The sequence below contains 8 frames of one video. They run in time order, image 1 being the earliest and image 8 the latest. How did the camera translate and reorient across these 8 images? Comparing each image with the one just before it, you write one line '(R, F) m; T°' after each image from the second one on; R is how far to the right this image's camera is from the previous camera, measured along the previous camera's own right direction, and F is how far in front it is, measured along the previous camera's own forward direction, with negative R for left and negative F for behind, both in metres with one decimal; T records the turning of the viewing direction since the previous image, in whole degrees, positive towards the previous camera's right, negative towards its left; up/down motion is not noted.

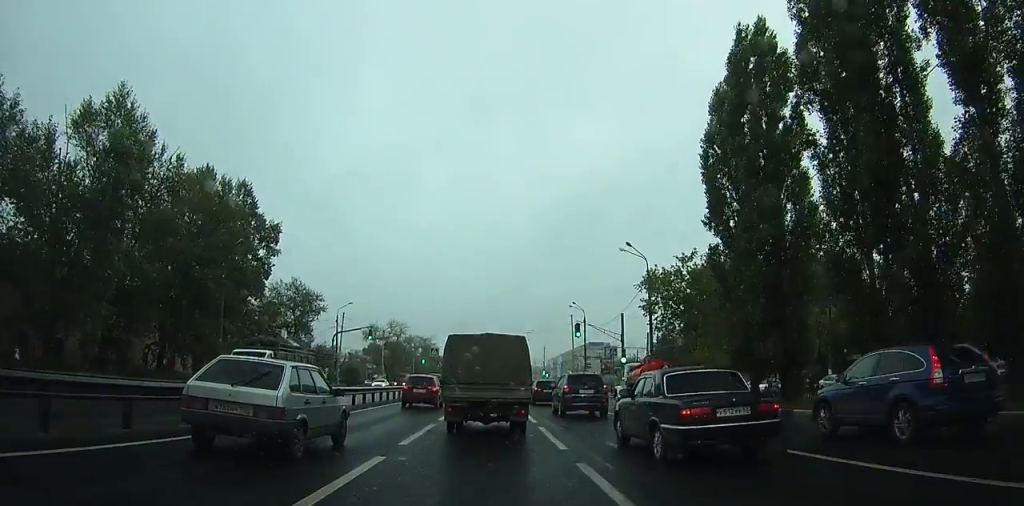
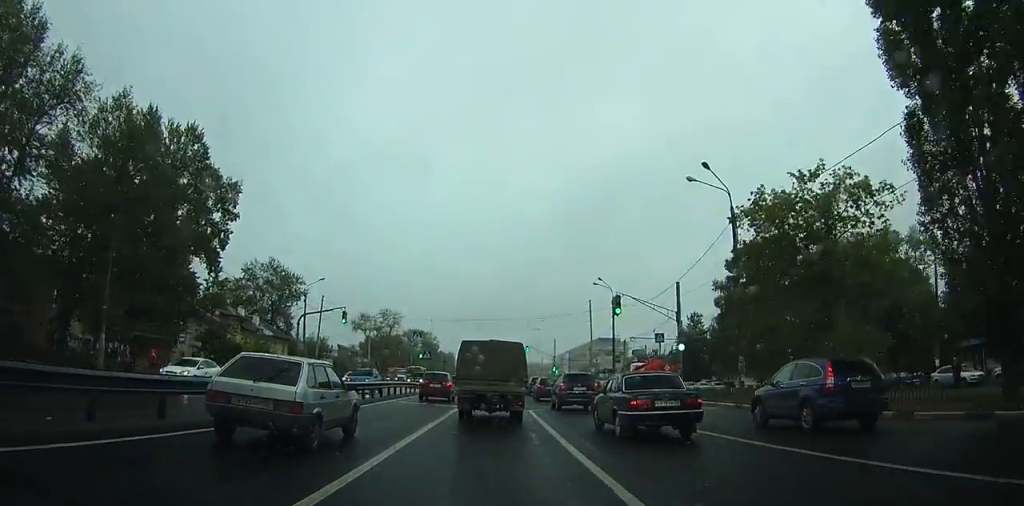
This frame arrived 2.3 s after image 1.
(-0.2, +11.6) m; -1°
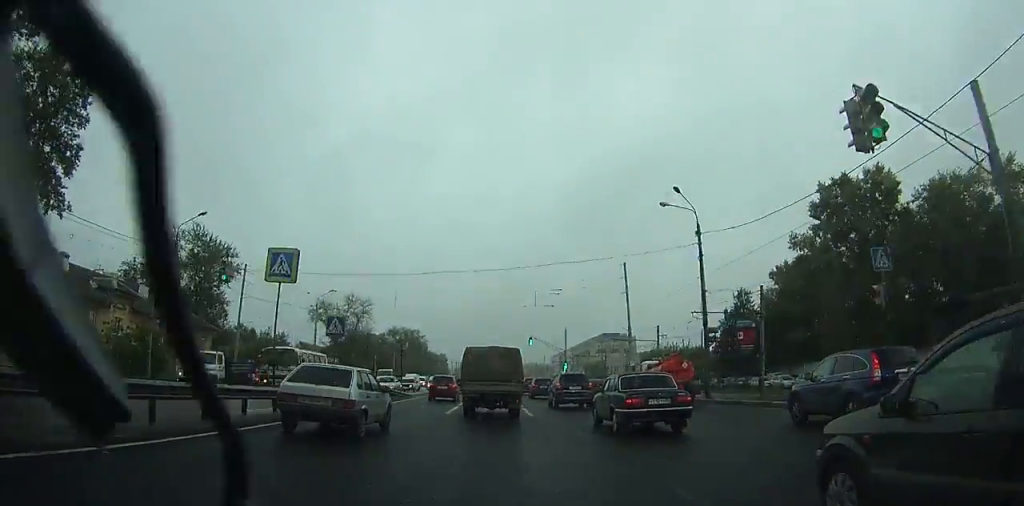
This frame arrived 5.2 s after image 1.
(+0.2, +24.1) m; 0°
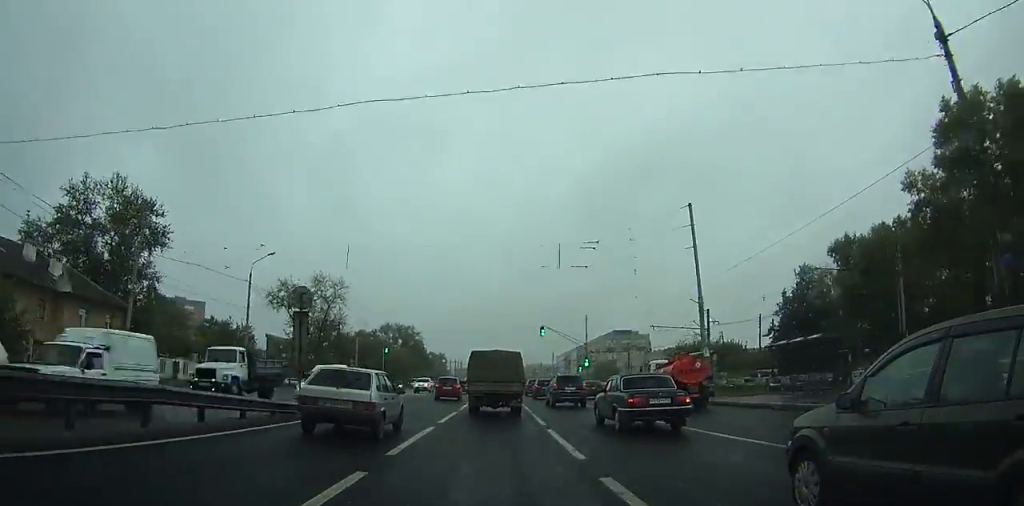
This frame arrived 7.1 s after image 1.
(0.0, +20.9) m; -1°
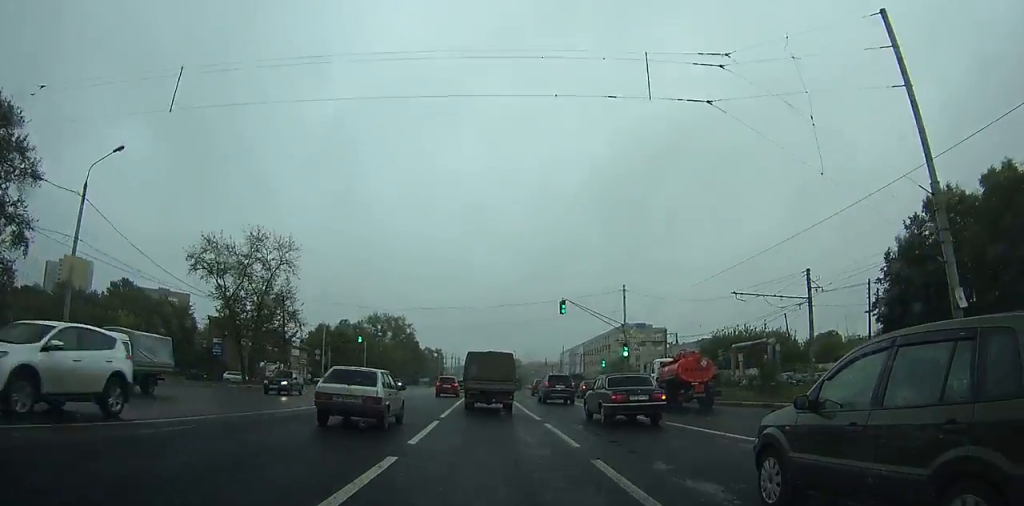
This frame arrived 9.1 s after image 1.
(-0.2, +23.7) m; -1°
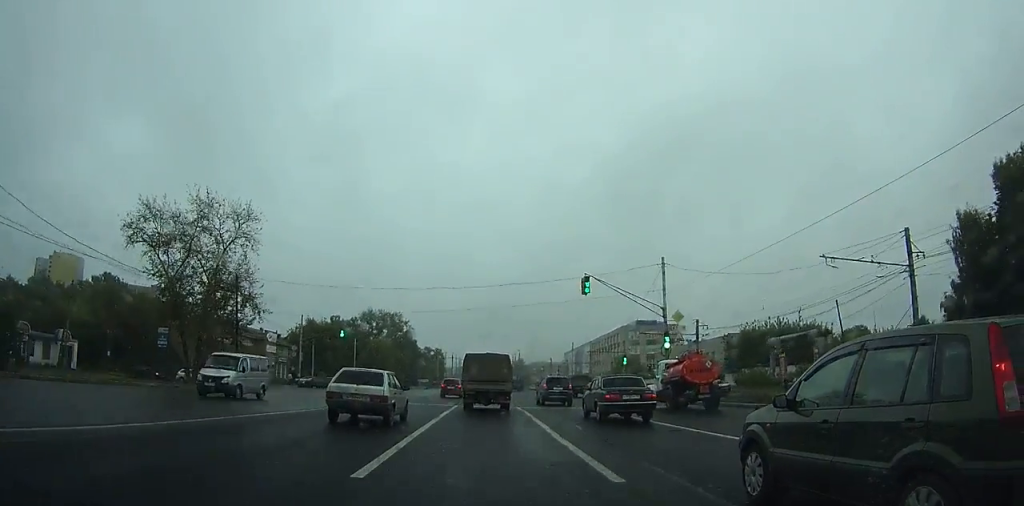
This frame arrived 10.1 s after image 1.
(-0.1, +12.4) m; 0°
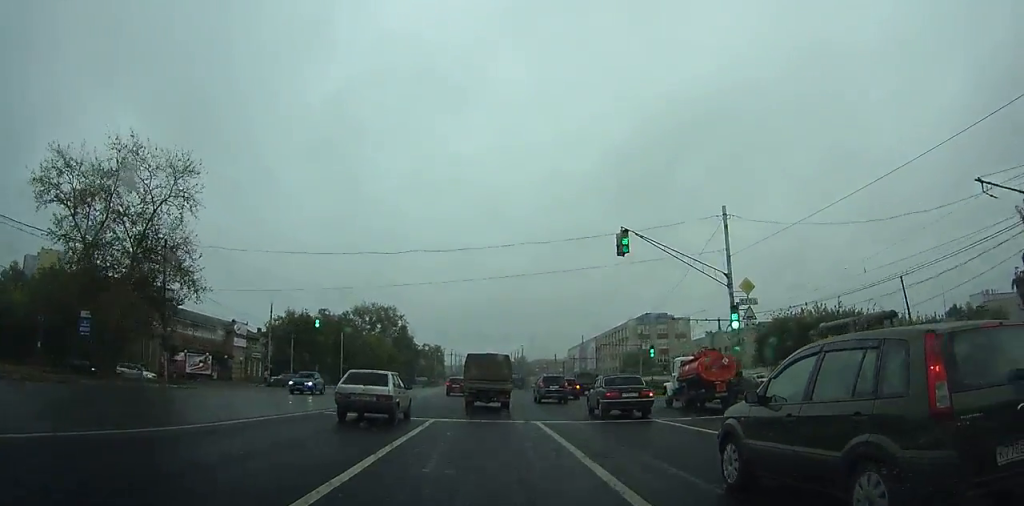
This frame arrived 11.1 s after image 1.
(0.0, +11.8) m; 0°
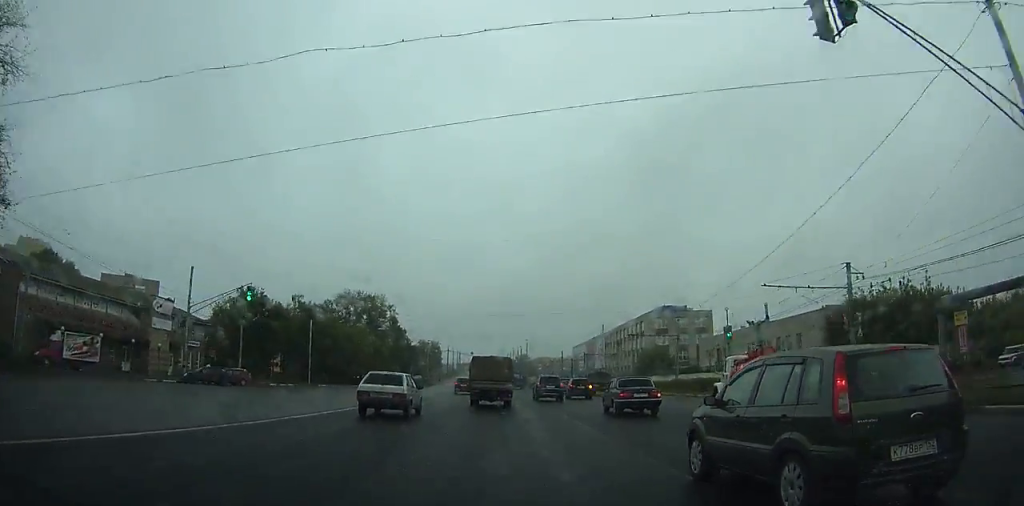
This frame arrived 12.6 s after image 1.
(0.0, +19.8) m; 0°
